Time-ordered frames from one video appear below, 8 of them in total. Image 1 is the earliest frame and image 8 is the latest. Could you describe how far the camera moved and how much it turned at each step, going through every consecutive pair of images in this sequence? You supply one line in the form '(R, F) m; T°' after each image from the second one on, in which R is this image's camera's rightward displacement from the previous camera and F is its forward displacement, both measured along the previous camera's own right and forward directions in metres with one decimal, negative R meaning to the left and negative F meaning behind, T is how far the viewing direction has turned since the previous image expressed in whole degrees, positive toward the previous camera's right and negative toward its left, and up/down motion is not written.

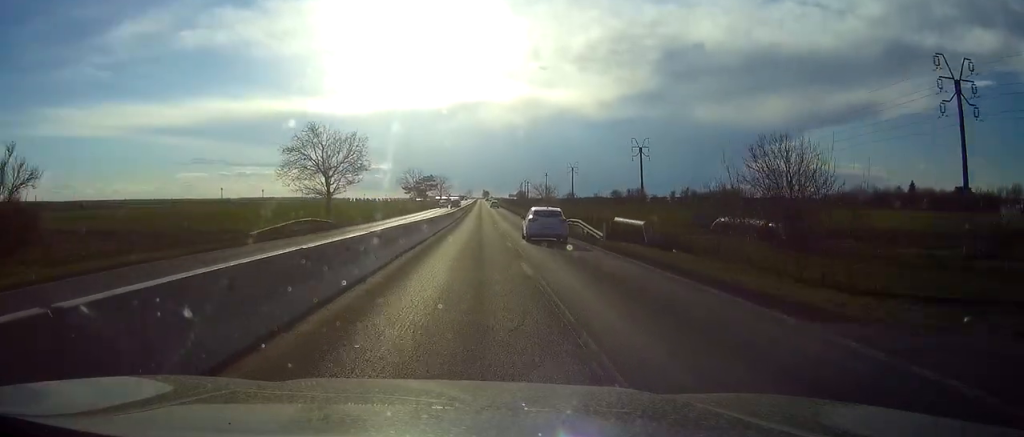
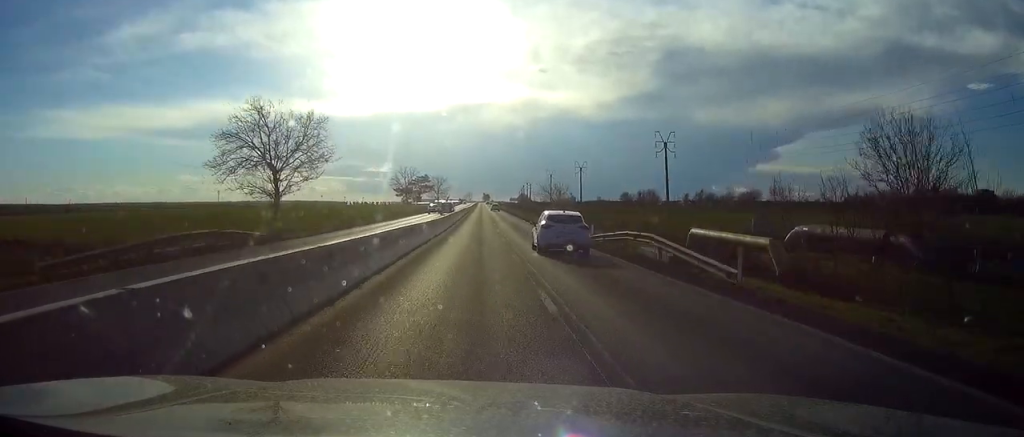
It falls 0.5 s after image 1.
(0.0, +17.0) m; 0°
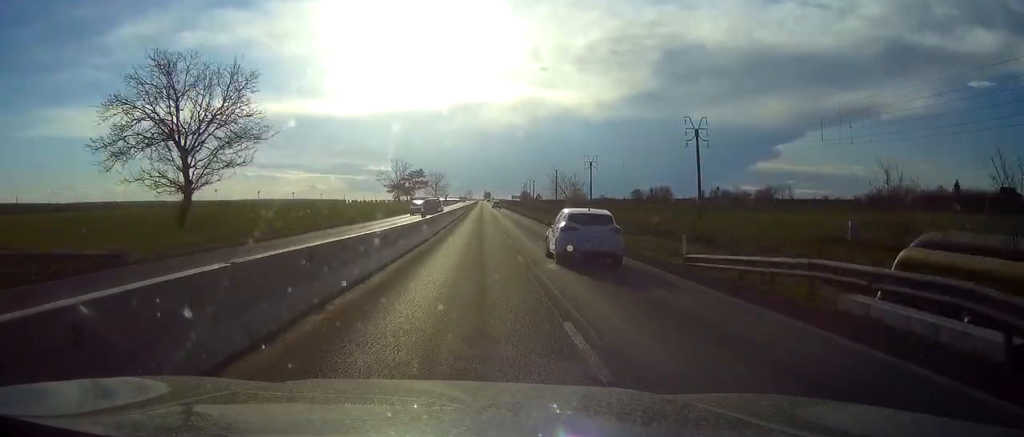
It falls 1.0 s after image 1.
(0.0, +15.9) m; 0°
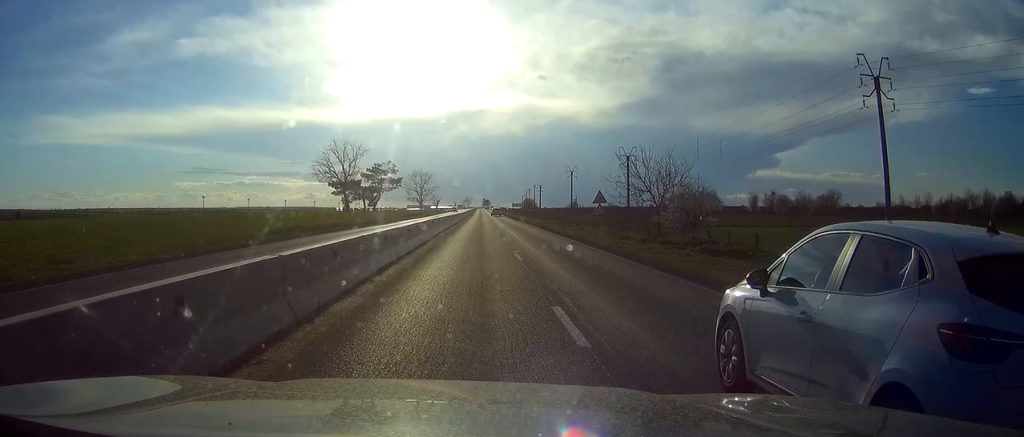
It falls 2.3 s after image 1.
(0.0, +46.6) m; 0°
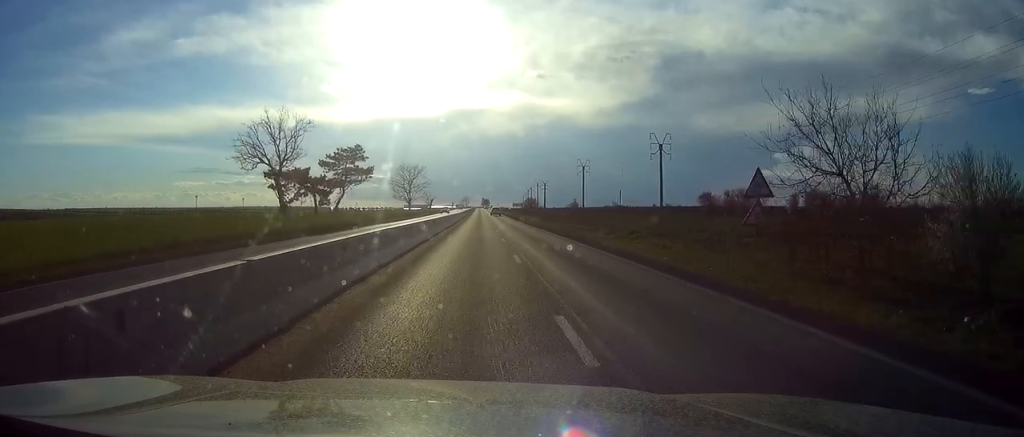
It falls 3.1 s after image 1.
(0.0, +24.9) m; 0°
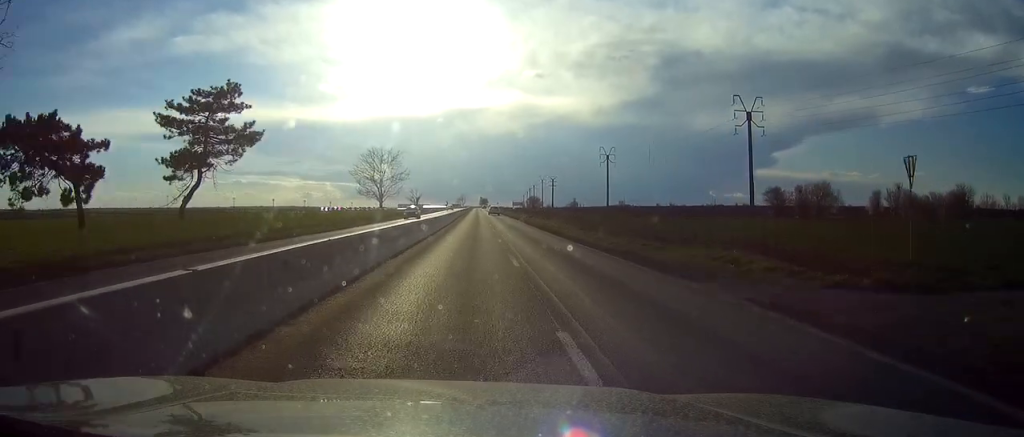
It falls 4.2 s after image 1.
(+0.2, +37.3) m; 0°
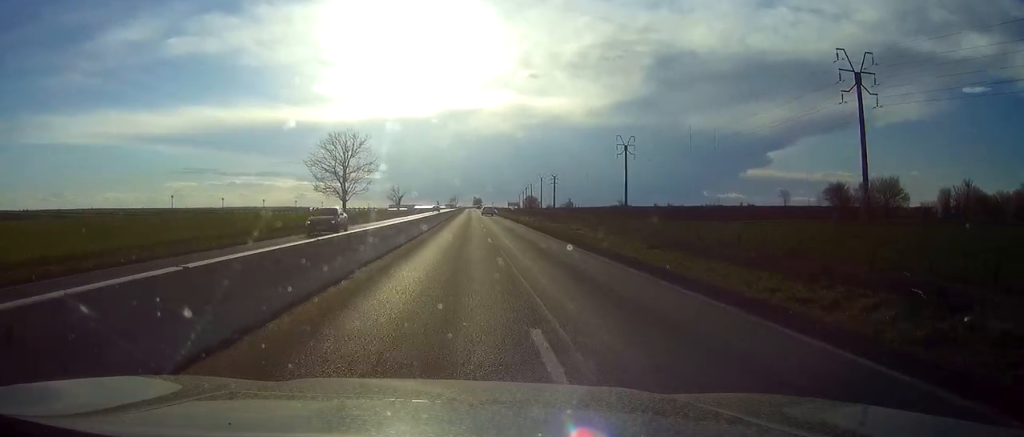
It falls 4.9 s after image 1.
(0.0, +23.8) m; 0°
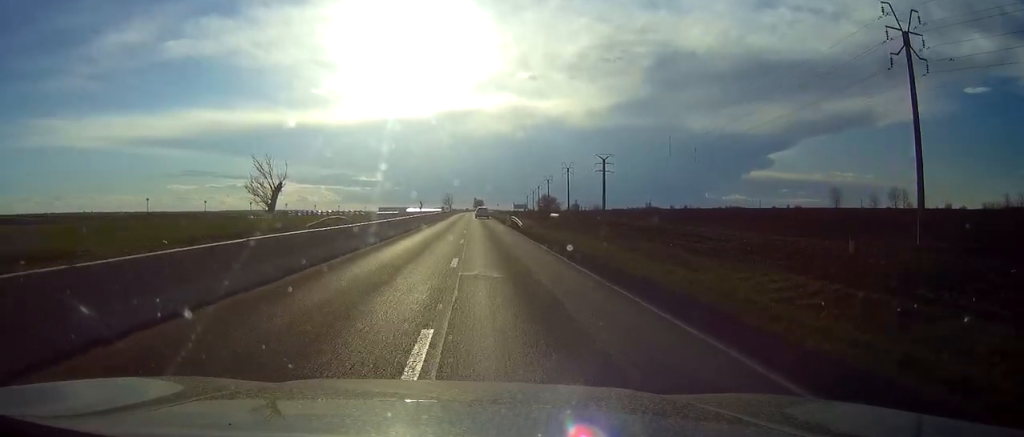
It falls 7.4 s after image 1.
(+0.4, +84.4) m; 0°
